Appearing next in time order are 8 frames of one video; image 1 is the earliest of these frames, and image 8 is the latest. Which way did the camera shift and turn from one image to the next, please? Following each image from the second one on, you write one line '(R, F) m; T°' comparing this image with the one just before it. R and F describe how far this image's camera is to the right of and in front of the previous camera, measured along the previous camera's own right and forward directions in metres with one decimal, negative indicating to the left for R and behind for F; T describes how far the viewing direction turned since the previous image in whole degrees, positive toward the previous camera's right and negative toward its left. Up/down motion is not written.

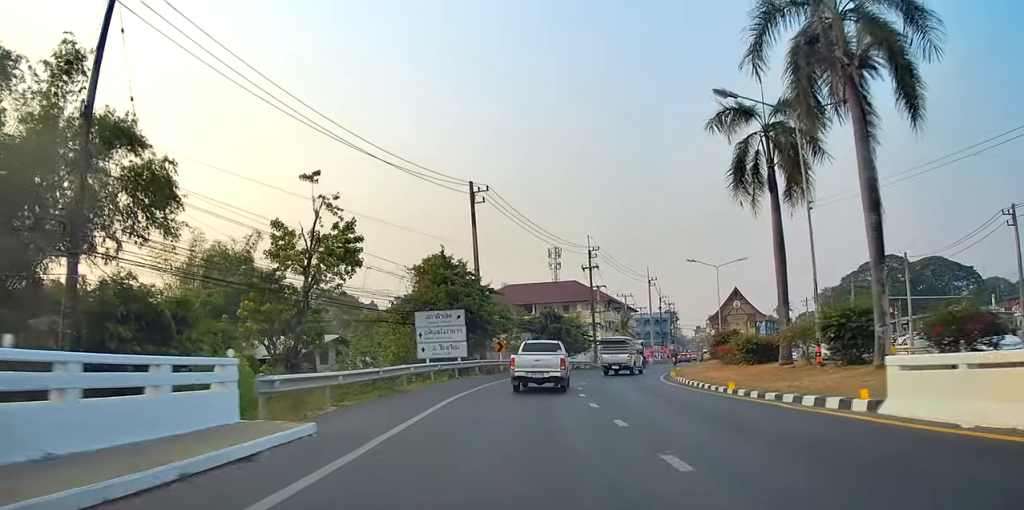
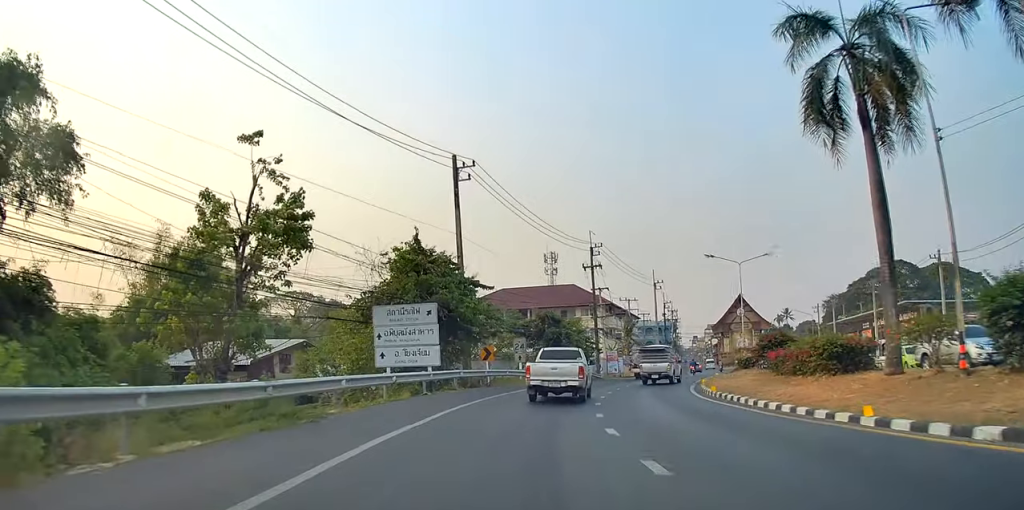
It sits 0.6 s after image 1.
(0.0, +7.8) m; 0°
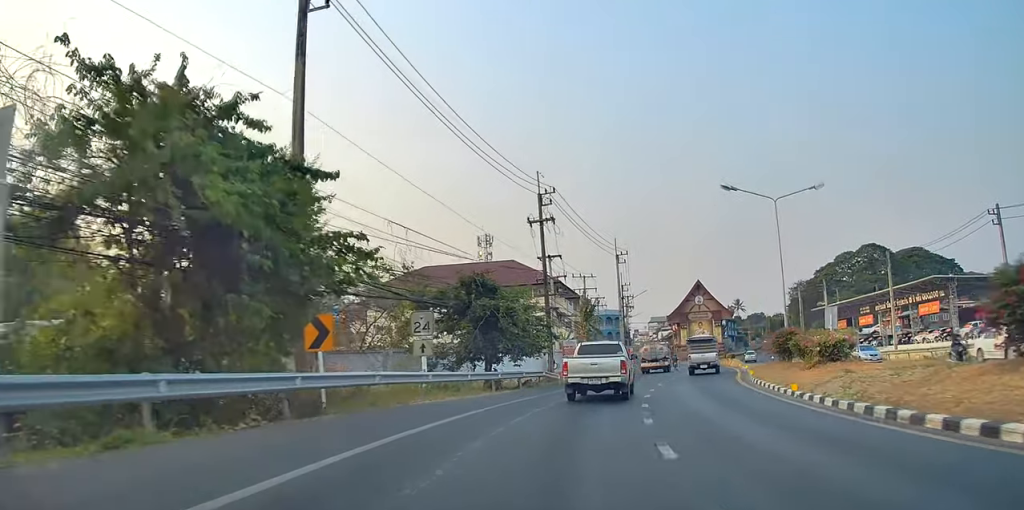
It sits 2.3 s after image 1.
(0.0, +19.3) m; +2°
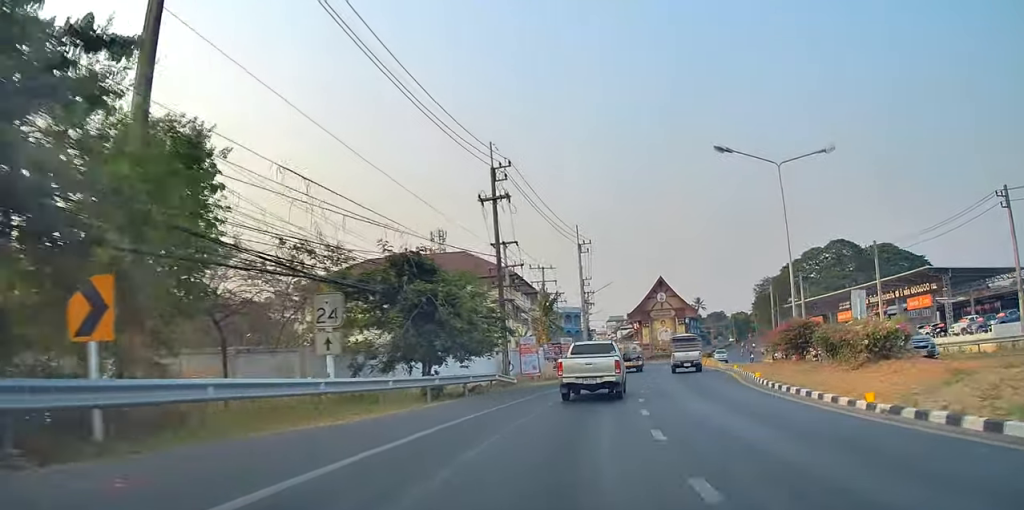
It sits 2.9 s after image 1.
(-0.2, +6.5) m; +3°
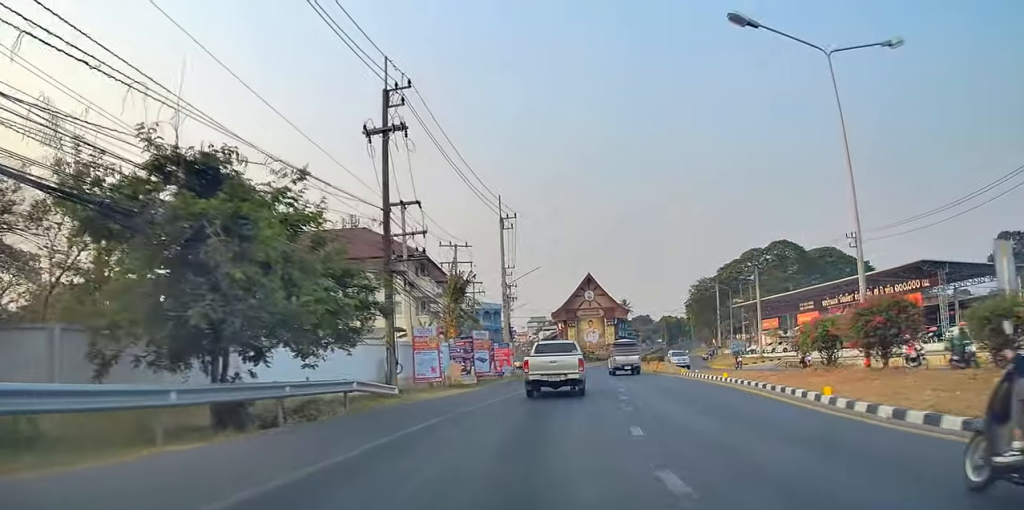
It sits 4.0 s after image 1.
(+1.3, +12.1) m; +10°
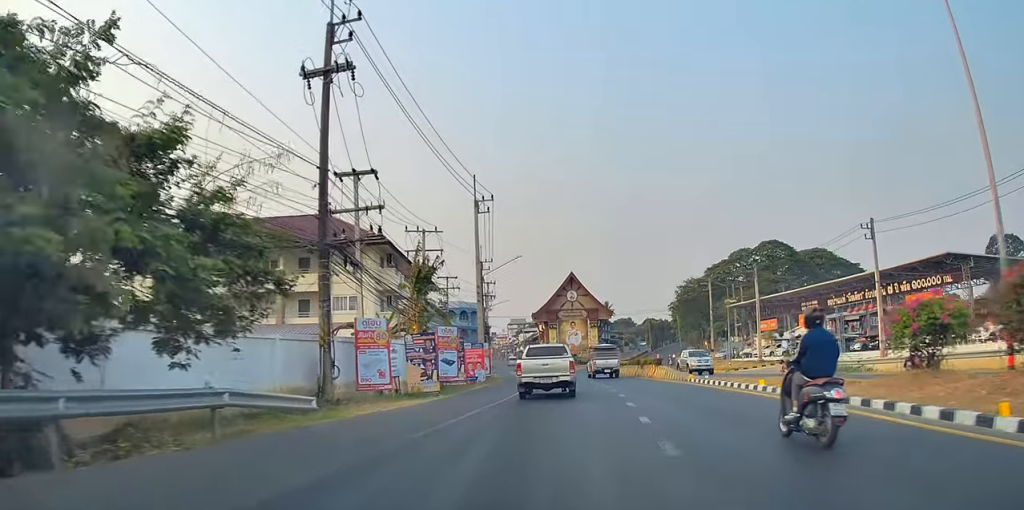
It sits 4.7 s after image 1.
(+0.5, +6.3) m; 0°
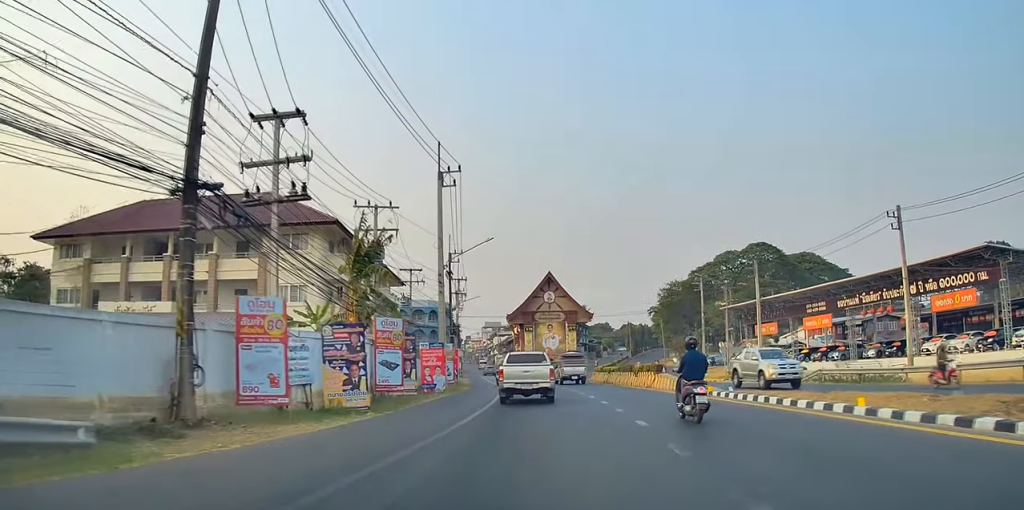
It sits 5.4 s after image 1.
(-0.2, +7.4) m; -2°
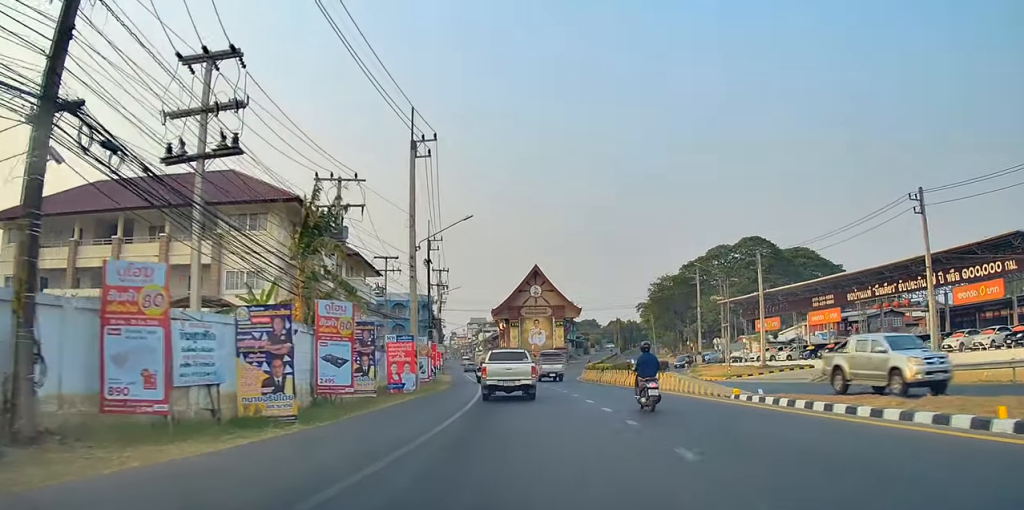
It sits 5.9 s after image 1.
(-0.2, +4.7) m; -2°
